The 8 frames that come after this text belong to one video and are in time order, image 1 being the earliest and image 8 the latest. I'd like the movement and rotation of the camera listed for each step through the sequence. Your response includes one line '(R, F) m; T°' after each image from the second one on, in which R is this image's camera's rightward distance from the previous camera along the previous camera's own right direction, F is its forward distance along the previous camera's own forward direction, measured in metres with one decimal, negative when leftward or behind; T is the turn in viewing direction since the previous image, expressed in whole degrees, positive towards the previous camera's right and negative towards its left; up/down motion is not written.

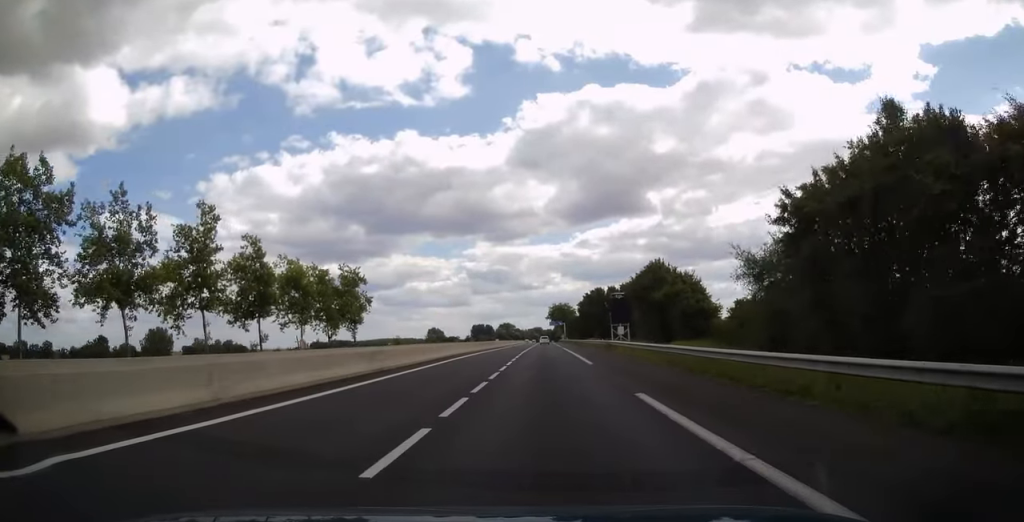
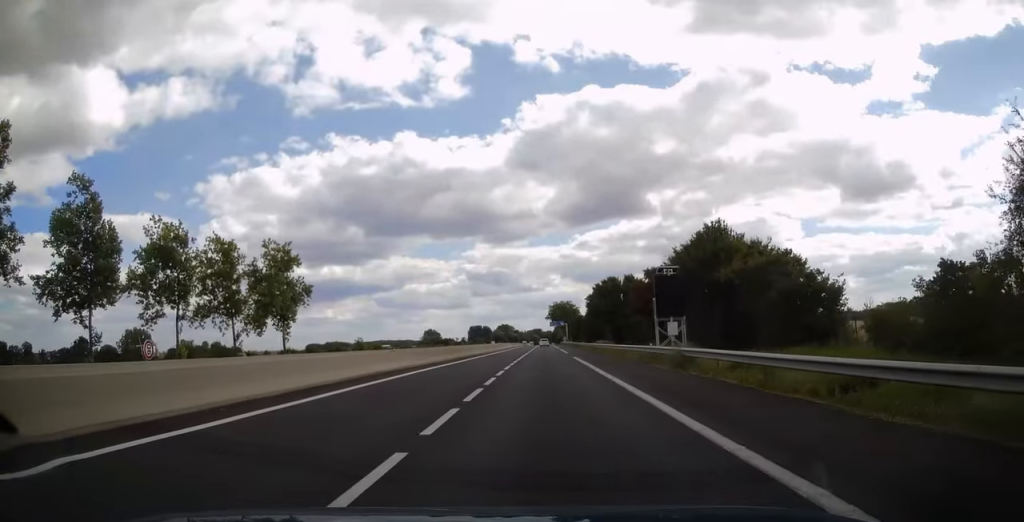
(0.0, +23.6) m; 0°
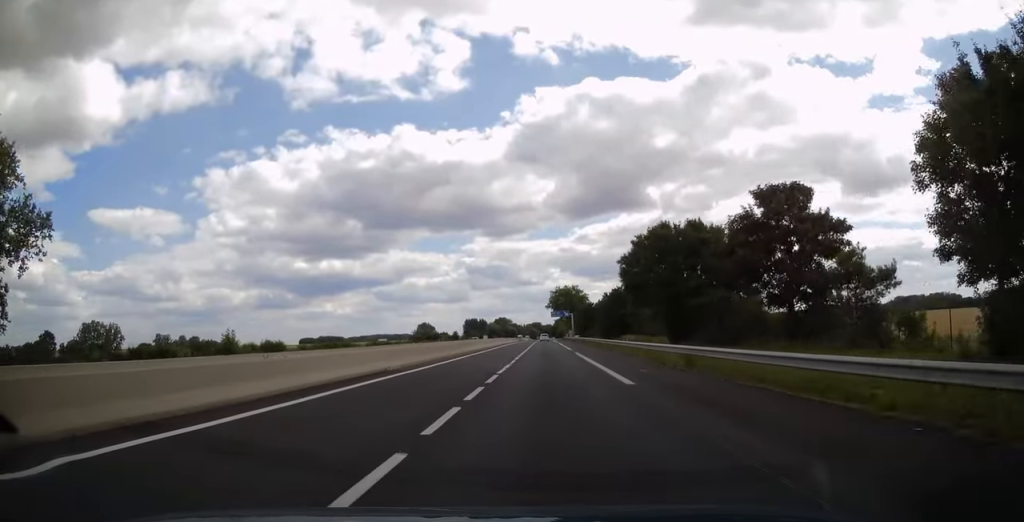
(-0.1, +39.3) m; 0°
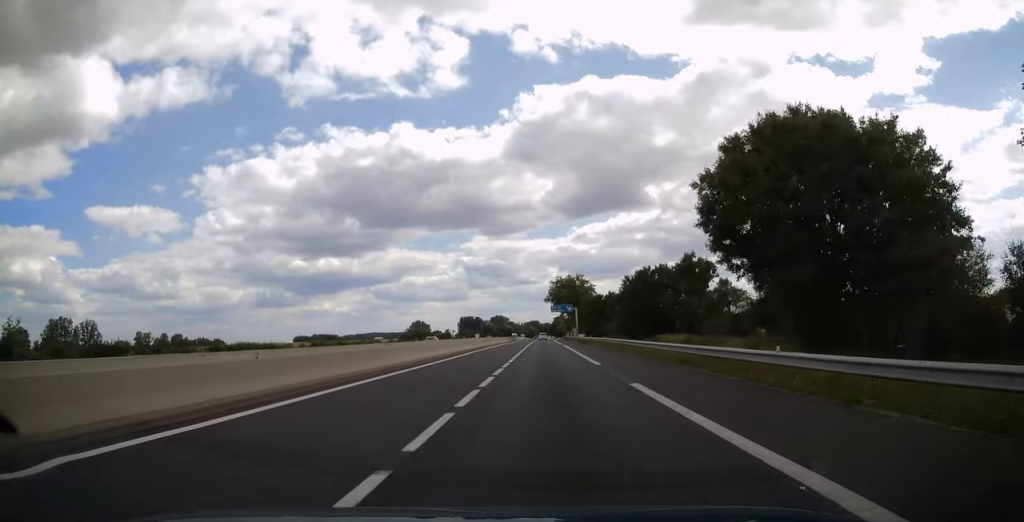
(0.0, +26.1) m; 0°
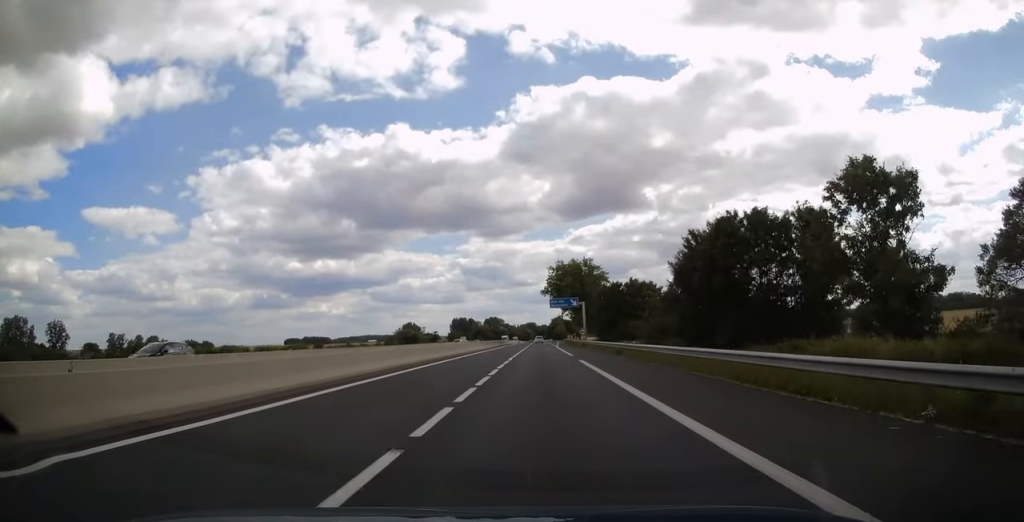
(+0.1, +32.5) m; 0°
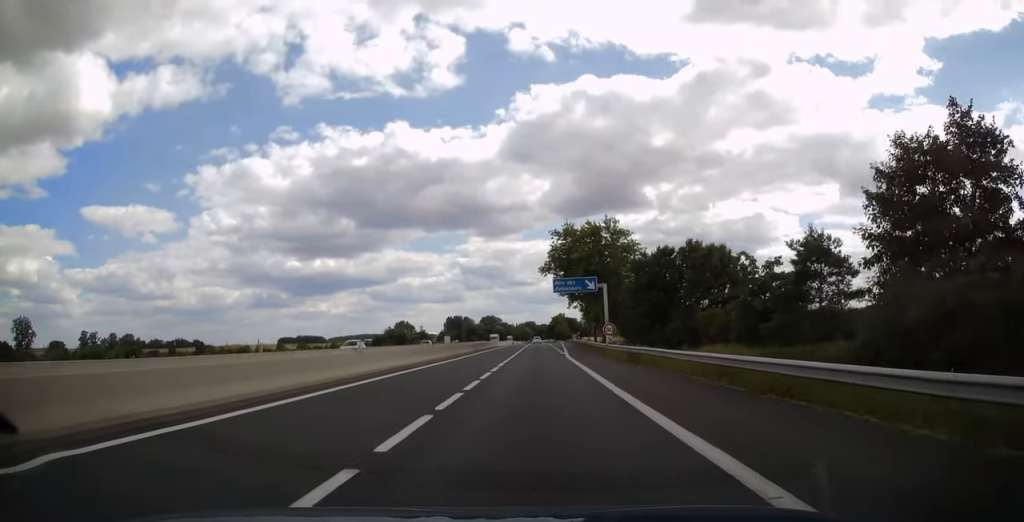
(+0.1, +34.4) m; 0°
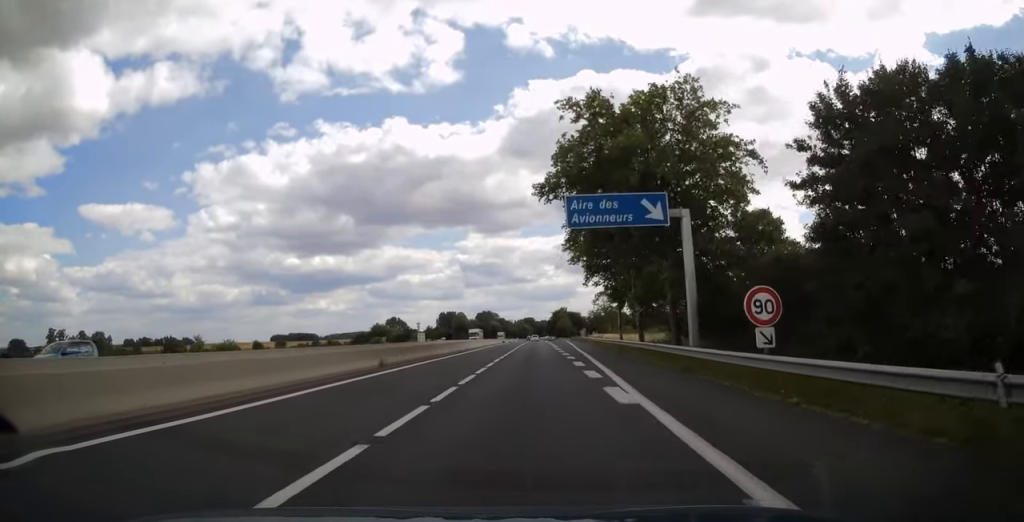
(0.0, +36.9) m; 0°
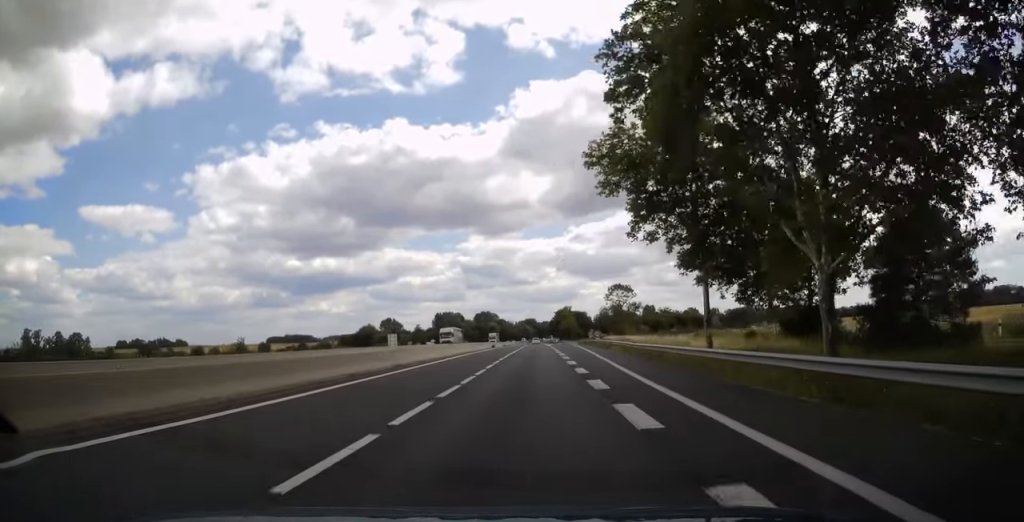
(-0.1, +28.0) m; 0°
